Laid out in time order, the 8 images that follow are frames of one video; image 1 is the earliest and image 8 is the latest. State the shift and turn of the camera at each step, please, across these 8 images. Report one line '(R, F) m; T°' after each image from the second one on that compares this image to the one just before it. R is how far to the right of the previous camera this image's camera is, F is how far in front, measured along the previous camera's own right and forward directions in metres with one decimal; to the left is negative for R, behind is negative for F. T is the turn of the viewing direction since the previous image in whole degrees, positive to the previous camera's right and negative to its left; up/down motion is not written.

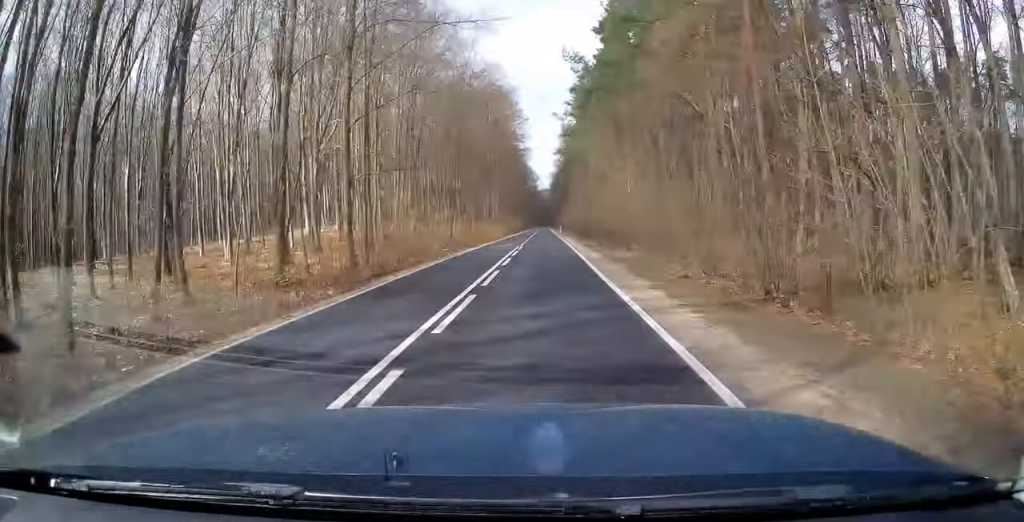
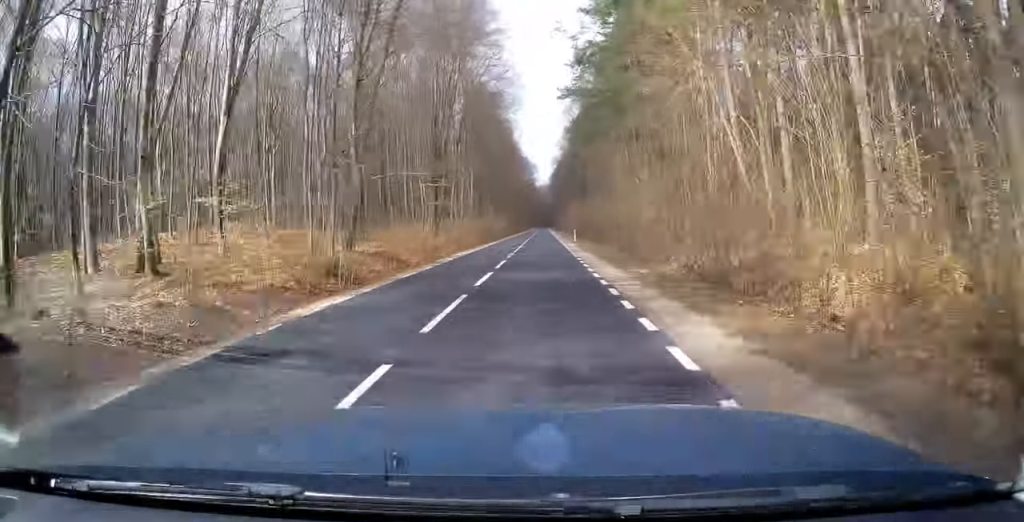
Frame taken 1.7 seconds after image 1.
(+0.7, +46.7) m; +1°
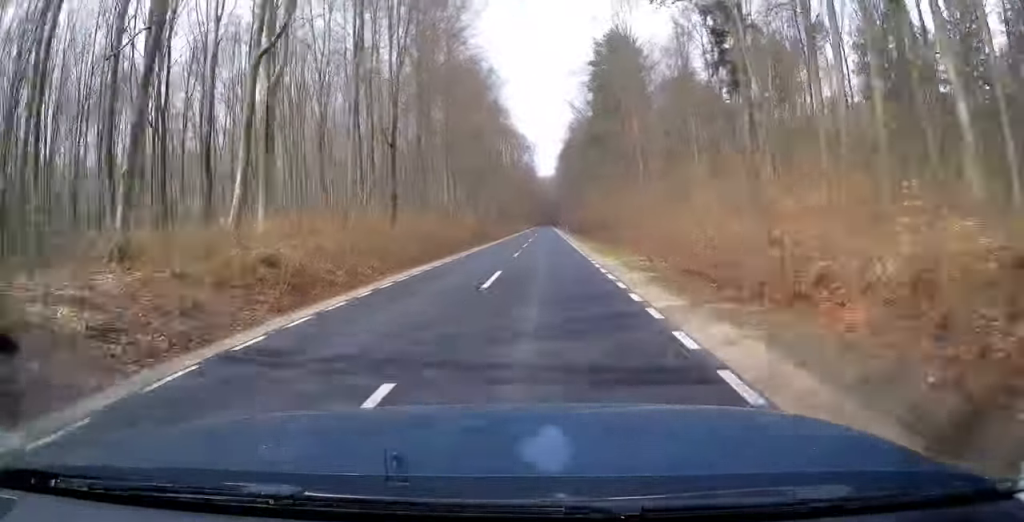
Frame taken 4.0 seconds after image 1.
(+0.1, +59.0) m; 0°
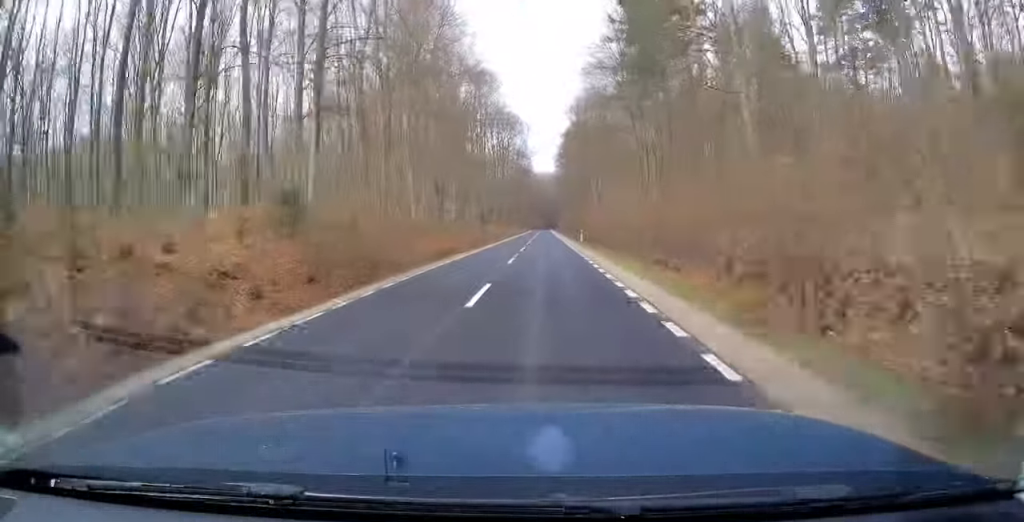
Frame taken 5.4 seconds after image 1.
(+0.2, +38.3) m; 0°
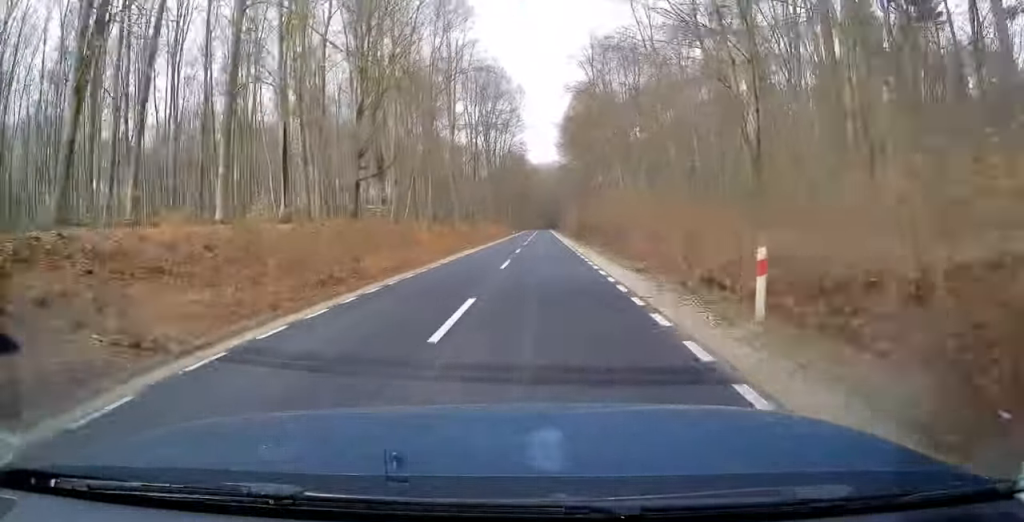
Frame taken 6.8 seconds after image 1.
(+0.1, +38.1) m; 0°
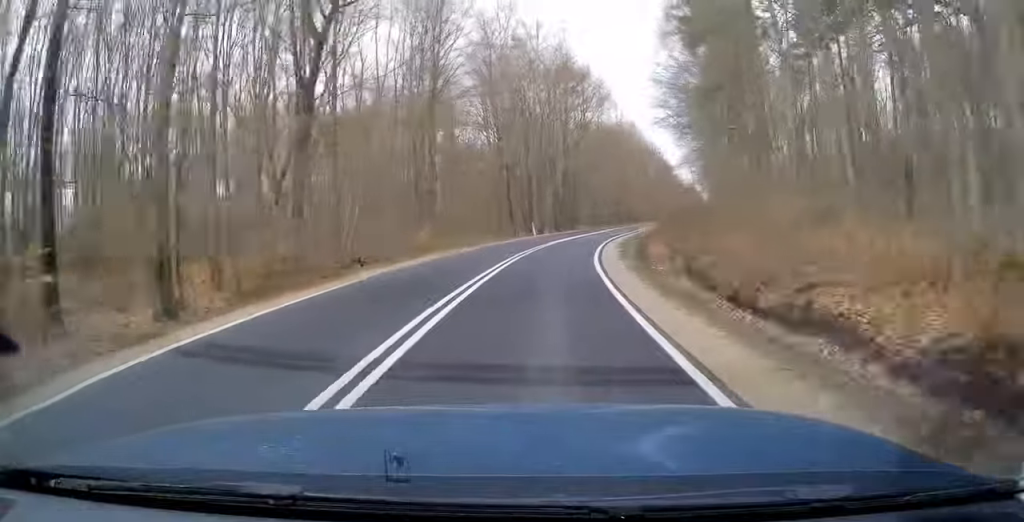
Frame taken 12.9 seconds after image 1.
(+4.2, +159.3) m; +8°
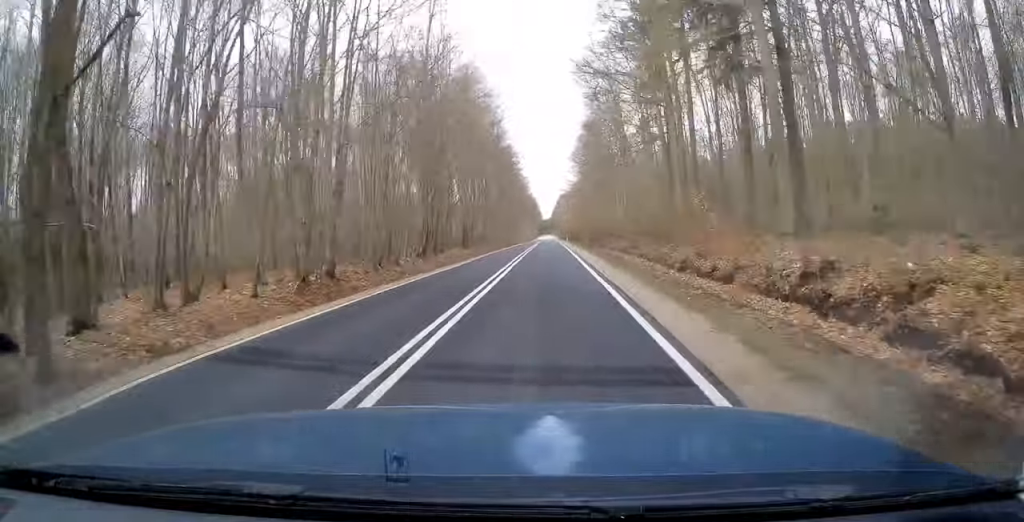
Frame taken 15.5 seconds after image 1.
(+5.6, +67.4) m; +8°
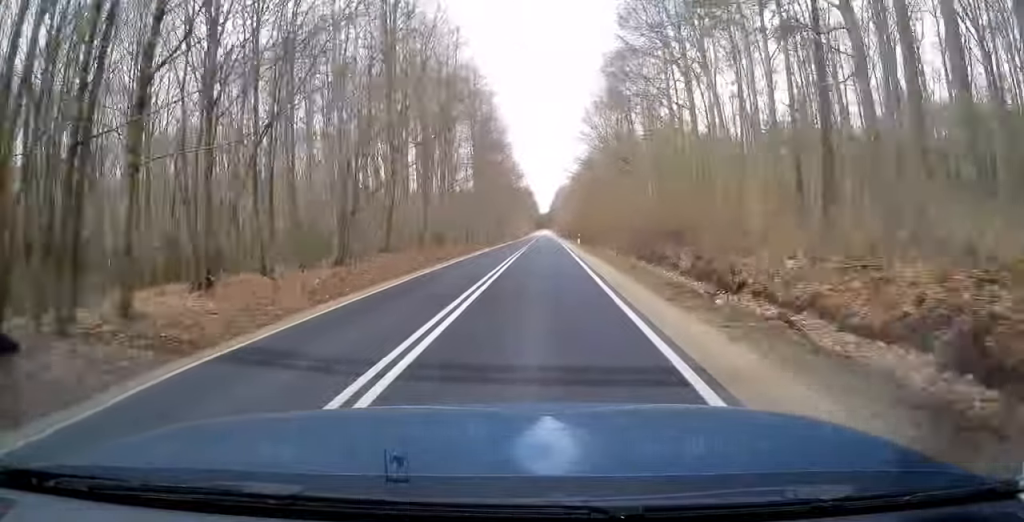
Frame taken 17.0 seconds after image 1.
(+1.4, +38.2) m; +3°
